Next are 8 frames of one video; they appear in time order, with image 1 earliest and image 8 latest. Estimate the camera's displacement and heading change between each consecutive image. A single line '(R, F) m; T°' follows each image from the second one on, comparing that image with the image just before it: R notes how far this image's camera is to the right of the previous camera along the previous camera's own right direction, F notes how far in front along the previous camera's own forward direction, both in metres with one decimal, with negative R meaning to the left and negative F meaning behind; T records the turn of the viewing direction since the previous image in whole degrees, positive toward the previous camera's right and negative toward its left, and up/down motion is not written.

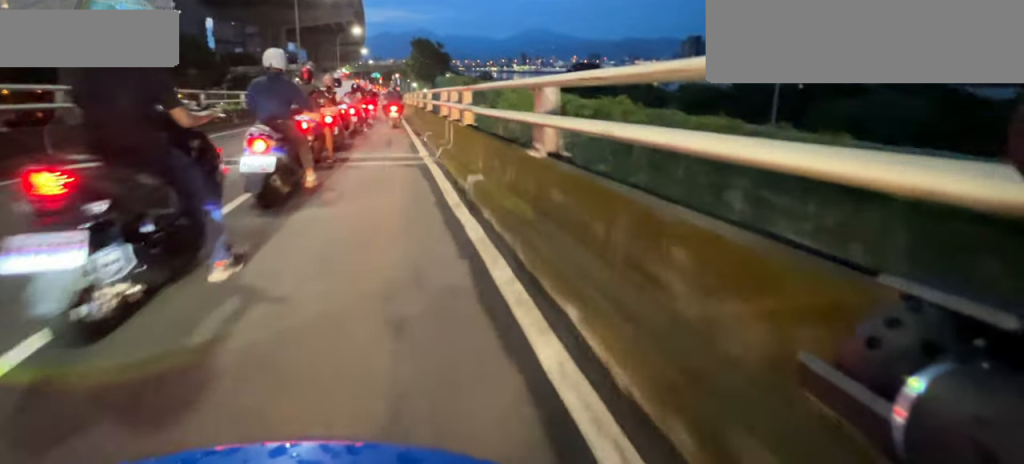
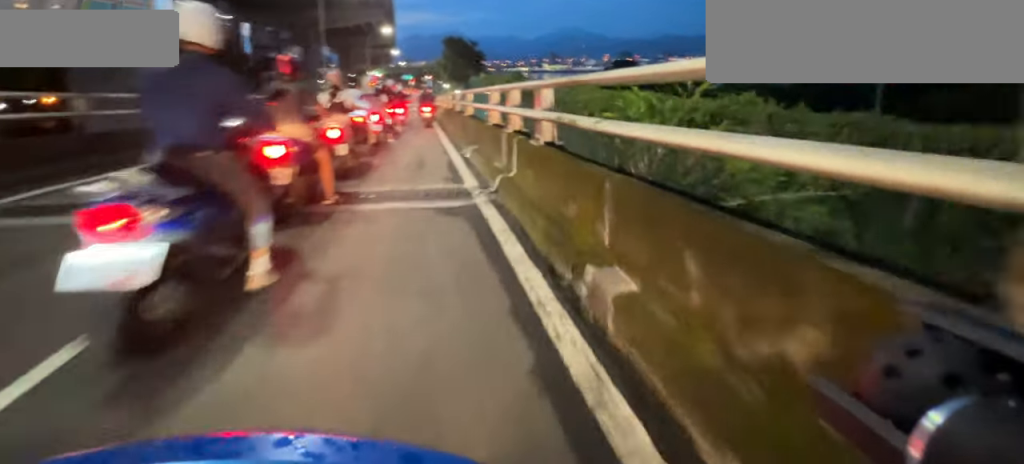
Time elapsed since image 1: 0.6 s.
(0.0, +2.3) m; +1°
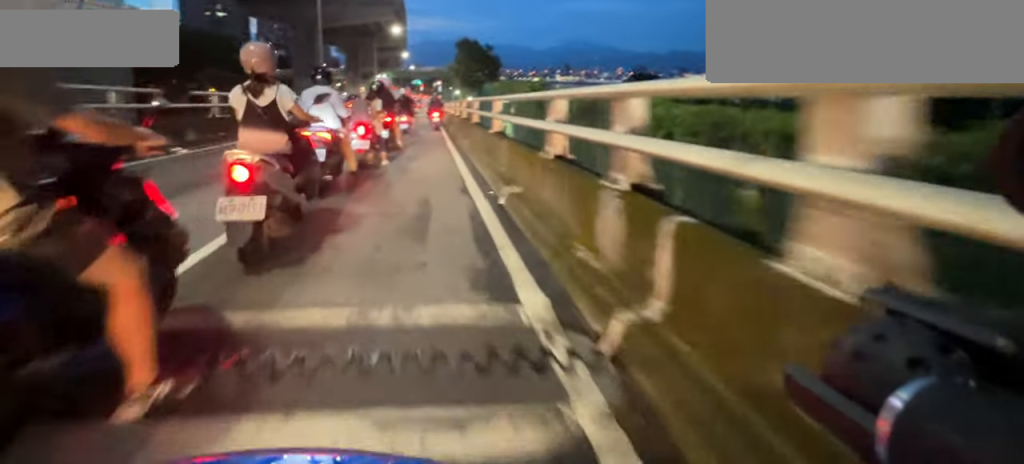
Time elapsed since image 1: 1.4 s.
(0.0, +2.9) m; +1°
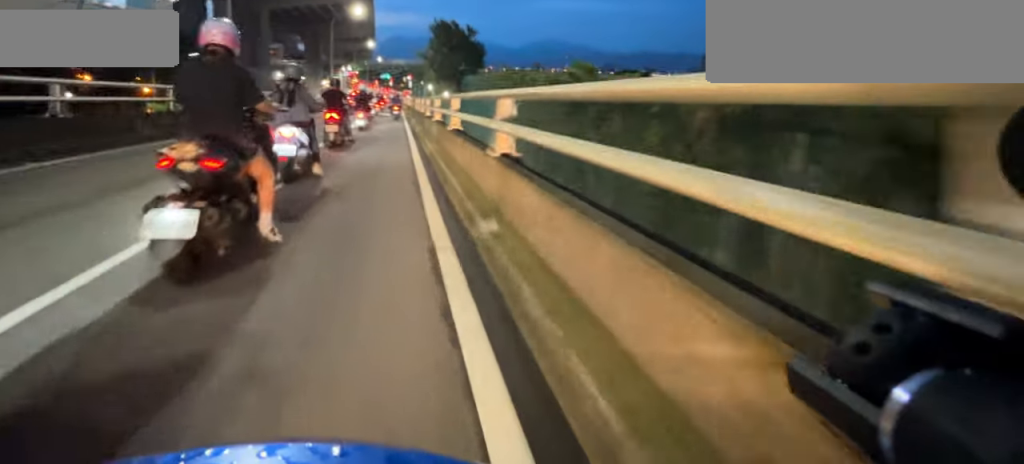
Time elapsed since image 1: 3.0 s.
(0.0, +7.5) m; +1°
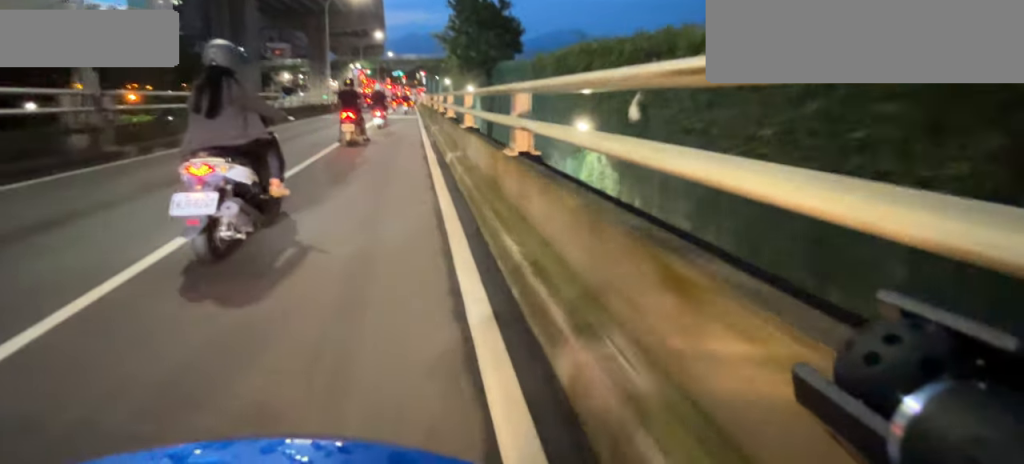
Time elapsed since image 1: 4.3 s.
(+0.1, +7.8) m; +1°
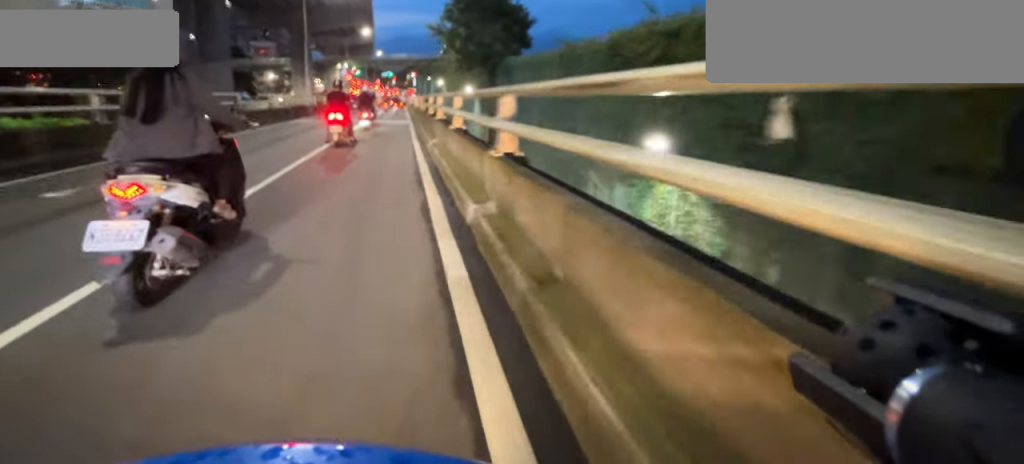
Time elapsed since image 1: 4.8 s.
(0.0, +4.1) m; 0°
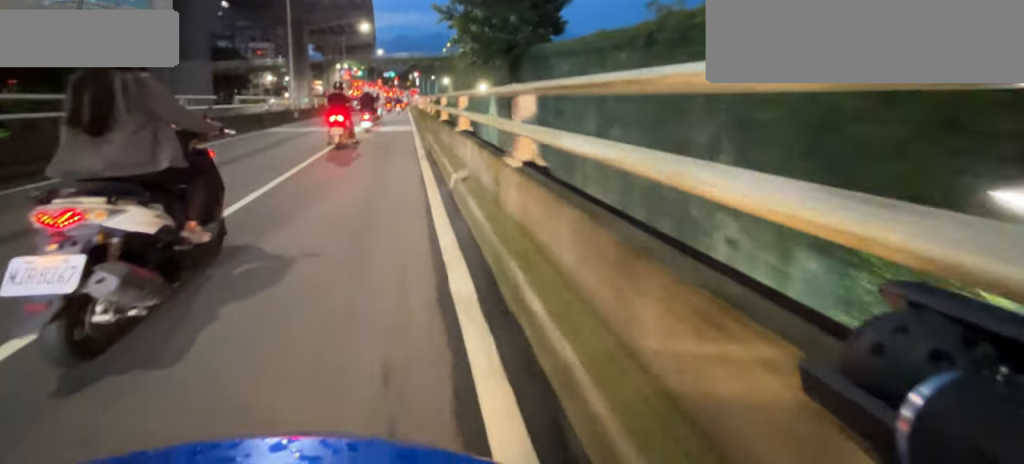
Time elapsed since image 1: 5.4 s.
(0.0, +4.6) m; 0°
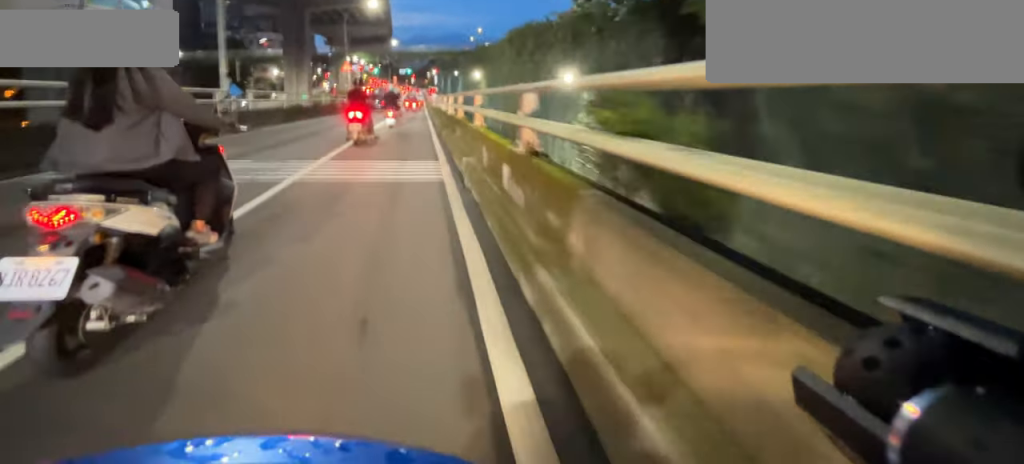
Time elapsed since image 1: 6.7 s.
(0.0, +11.0) m; 0°
